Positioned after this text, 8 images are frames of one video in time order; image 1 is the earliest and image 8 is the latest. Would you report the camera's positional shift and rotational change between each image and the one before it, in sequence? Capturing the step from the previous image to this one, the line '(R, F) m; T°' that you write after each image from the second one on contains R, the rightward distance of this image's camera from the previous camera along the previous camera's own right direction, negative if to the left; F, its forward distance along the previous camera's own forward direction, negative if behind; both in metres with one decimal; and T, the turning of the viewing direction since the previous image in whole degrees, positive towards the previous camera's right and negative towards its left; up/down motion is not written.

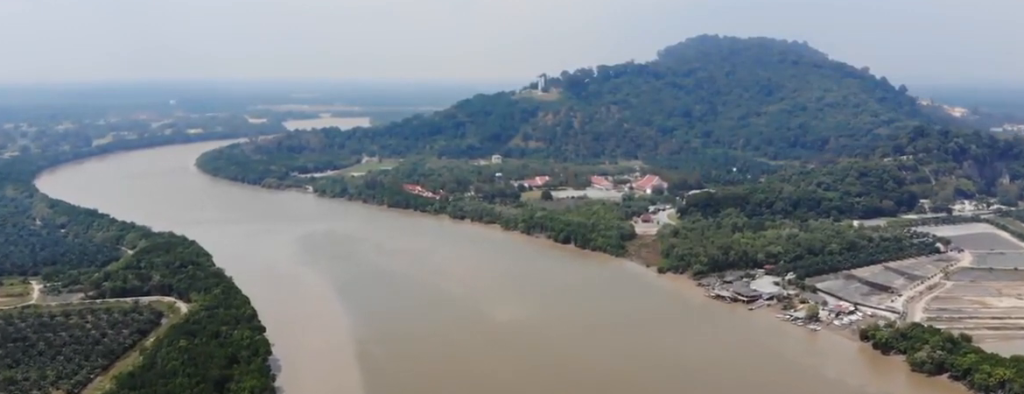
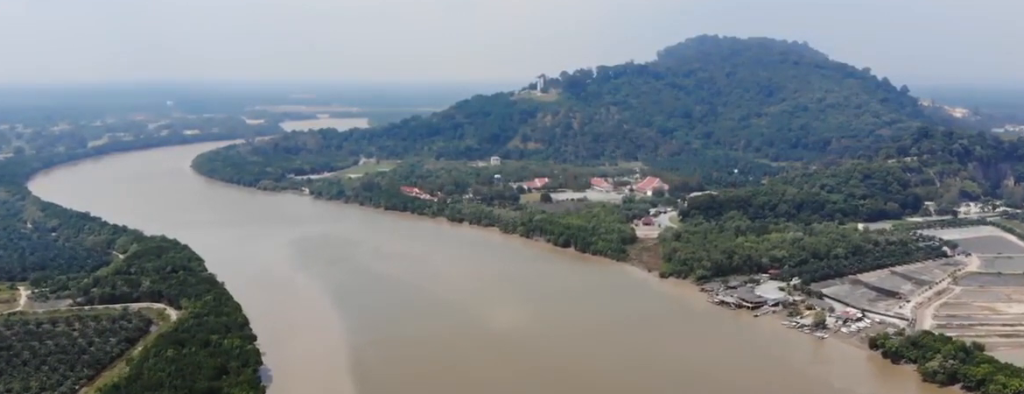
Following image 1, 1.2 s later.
(0.0, +15.2) m; +1°
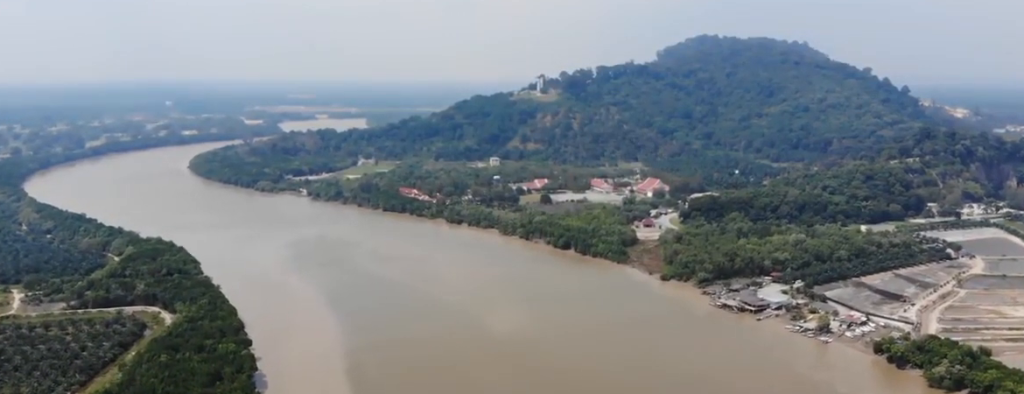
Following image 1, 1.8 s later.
(0.0, +8.0) m; 0°
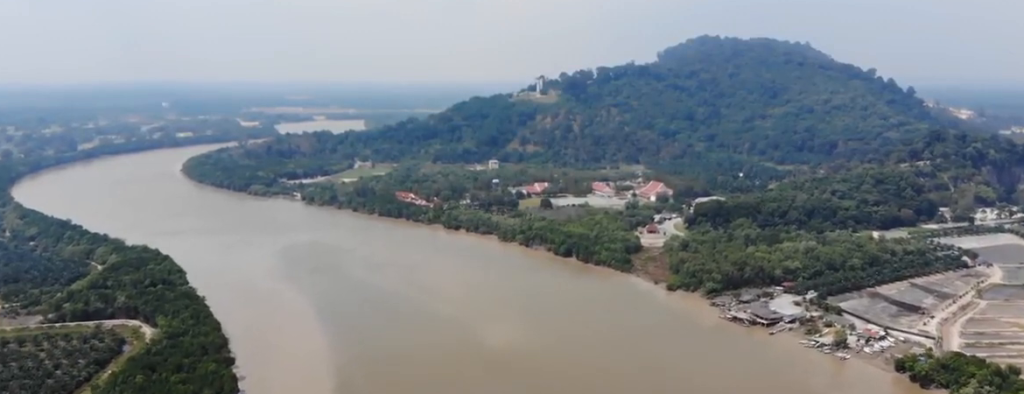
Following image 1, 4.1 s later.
(-0.3, +29.4) m; 0°
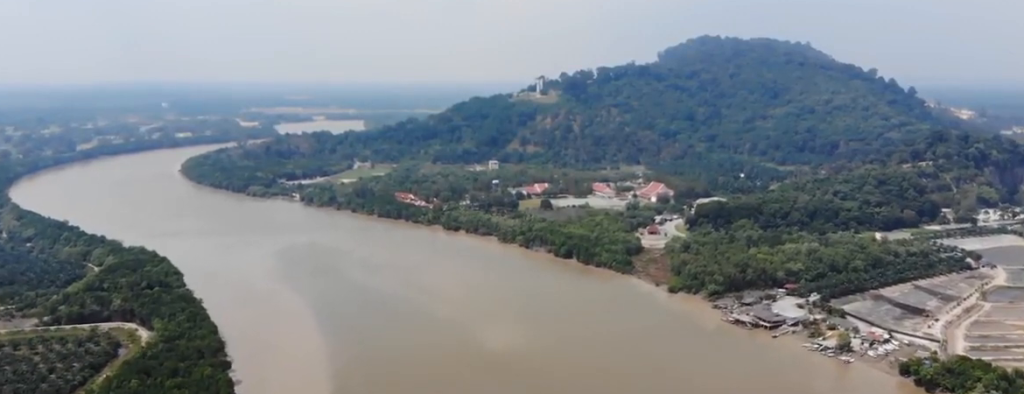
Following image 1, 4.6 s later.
(0.0, +6.0) m; 0°
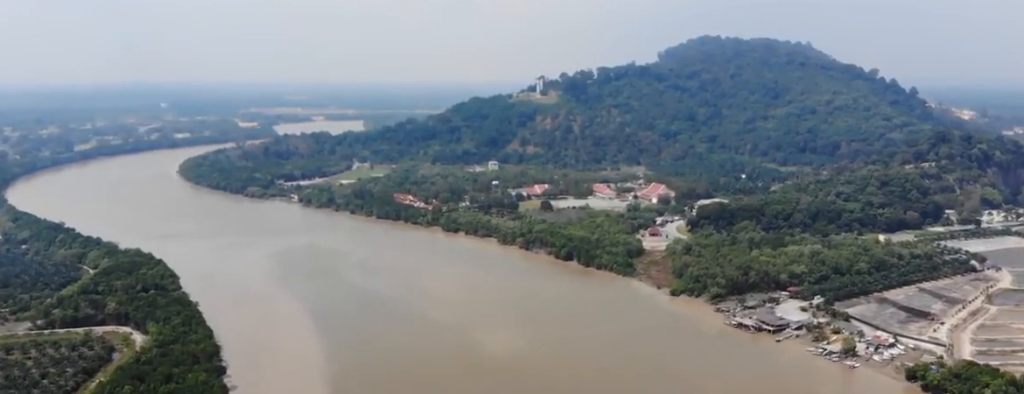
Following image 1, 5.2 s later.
(0.0, +7.6) m; 0°
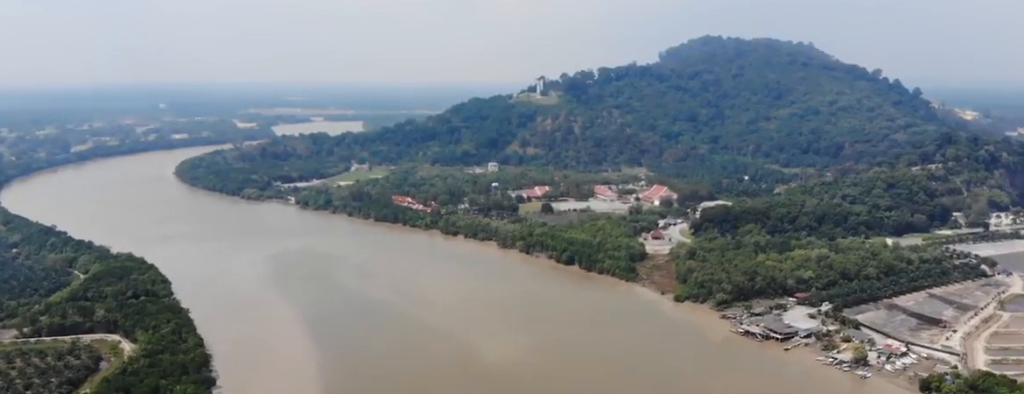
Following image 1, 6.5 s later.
(0.0, +16.0) m; 0°
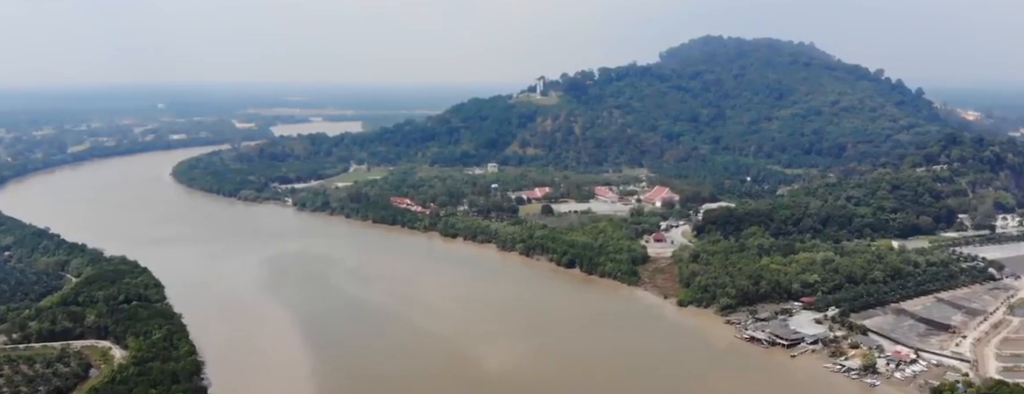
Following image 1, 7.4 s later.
(0.0, +12.2) m; 0°
